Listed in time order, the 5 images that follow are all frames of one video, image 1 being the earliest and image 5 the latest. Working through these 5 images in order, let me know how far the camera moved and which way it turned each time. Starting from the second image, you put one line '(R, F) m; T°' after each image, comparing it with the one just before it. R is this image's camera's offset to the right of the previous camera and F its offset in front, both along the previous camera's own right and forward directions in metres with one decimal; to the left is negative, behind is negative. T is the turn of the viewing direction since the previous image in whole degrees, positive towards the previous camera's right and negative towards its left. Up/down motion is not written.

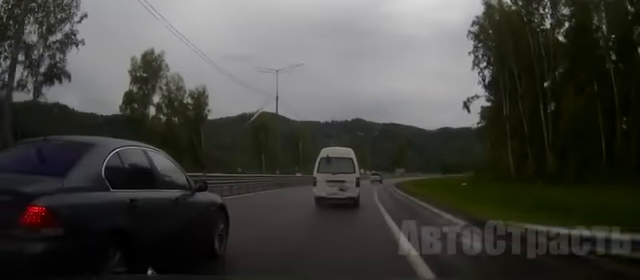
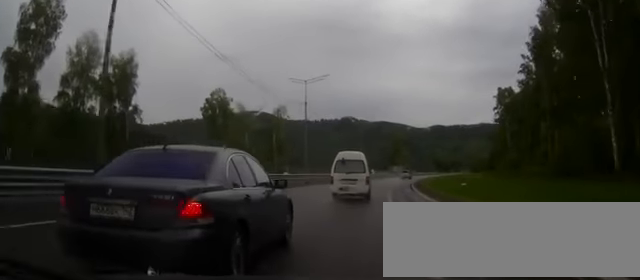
(+0.1, +32.5) m; +1°
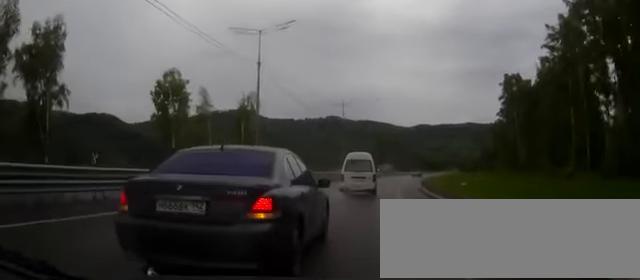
(+0.3, +19.0) m; +2°
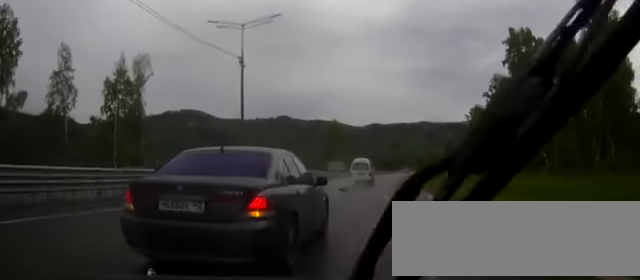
(+1.9, +38.3) m; +5°
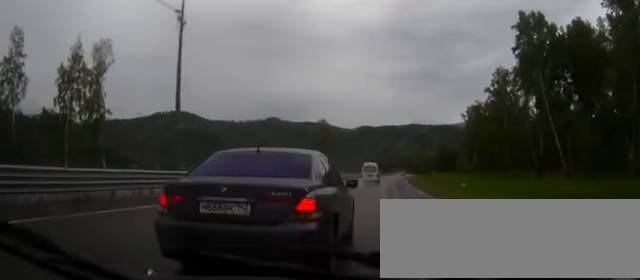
(+0.1, +10.0) m; +1°
